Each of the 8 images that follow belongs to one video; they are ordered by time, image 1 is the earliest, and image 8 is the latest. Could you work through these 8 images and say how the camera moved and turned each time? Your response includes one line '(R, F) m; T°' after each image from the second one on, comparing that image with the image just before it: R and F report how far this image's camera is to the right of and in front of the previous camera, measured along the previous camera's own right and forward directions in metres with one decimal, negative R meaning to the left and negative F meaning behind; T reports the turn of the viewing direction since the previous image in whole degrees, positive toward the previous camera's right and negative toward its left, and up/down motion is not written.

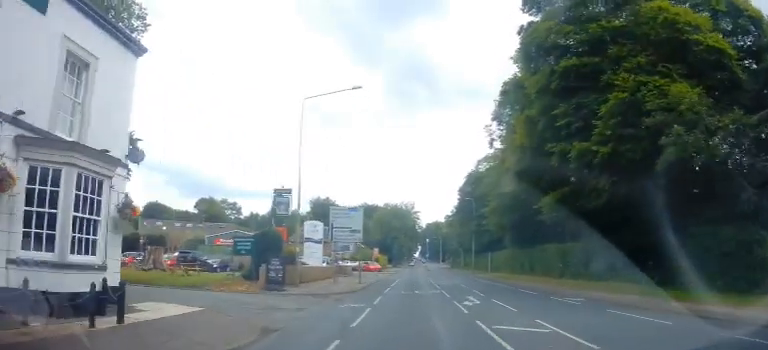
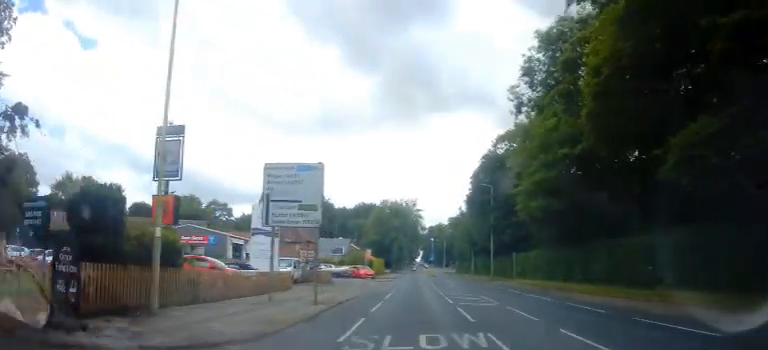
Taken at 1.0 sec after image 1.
(-0.2, +13.9) m; -1°
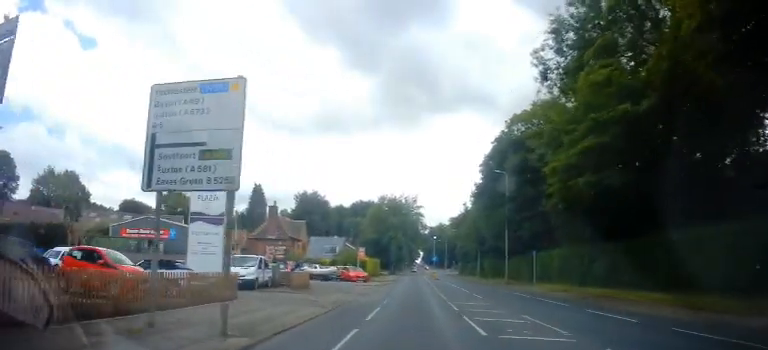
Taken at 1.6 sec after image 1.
(0.0, +8.2) m; 0°
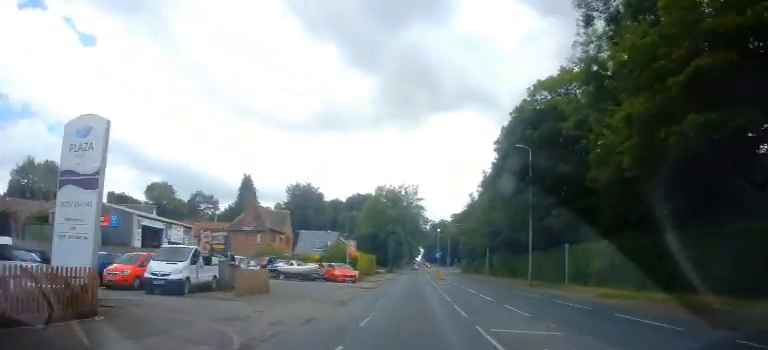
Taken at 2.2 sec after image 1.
(0.0, +8.3) m; 0°
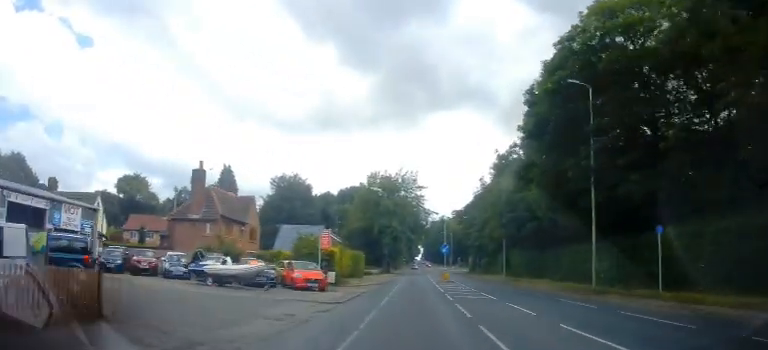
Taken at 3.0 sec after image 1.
(0.0, +12.4) m; 0°
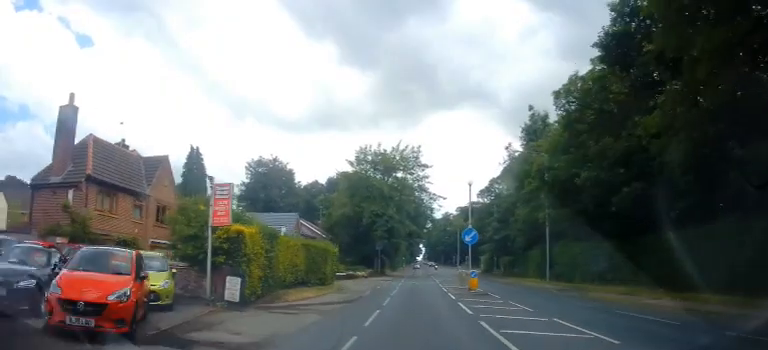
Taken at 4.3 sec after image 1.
(0.0, +17.1) m; +1°
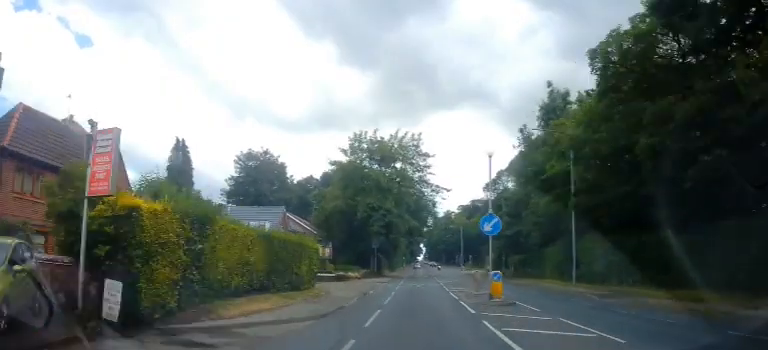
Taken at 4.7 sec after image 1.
(-0.1, +5.9) m; 0°
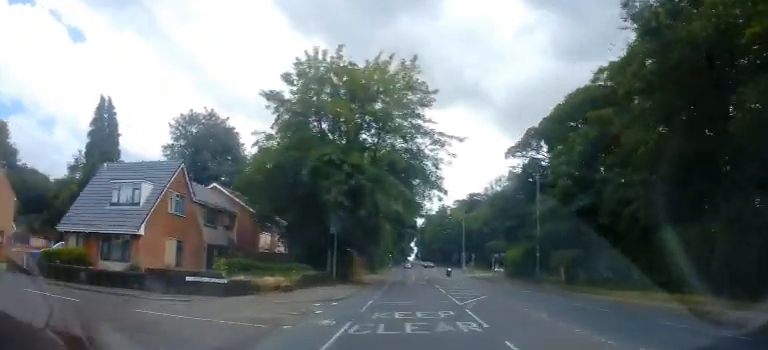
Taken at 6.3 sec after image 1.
(+0.2, +21.8) m; 0°
